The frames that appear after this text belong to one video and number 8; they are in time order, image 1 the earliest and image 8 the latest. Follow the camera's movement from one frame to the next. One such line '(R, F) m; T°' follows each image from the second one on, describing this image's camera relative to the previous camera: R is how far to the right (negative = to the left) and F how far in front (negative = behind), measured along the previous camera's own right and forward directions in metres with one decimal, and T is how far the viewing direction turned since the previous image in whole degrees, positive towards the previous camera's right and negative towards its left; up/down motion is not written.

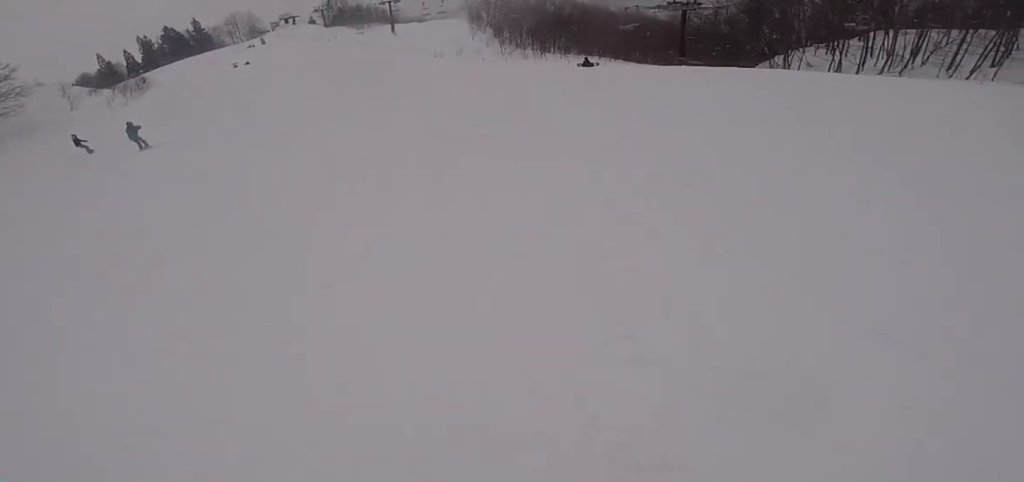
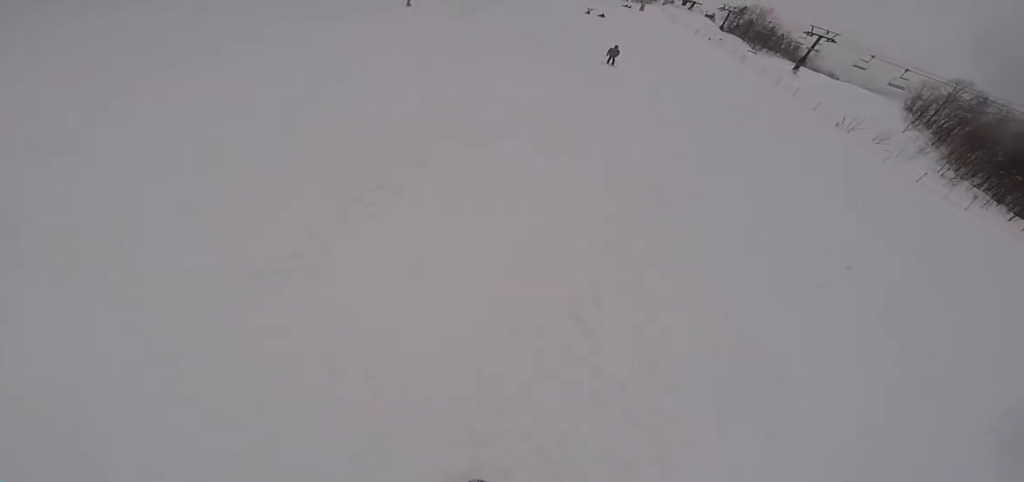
(+0.4, +18.9) m; -5°
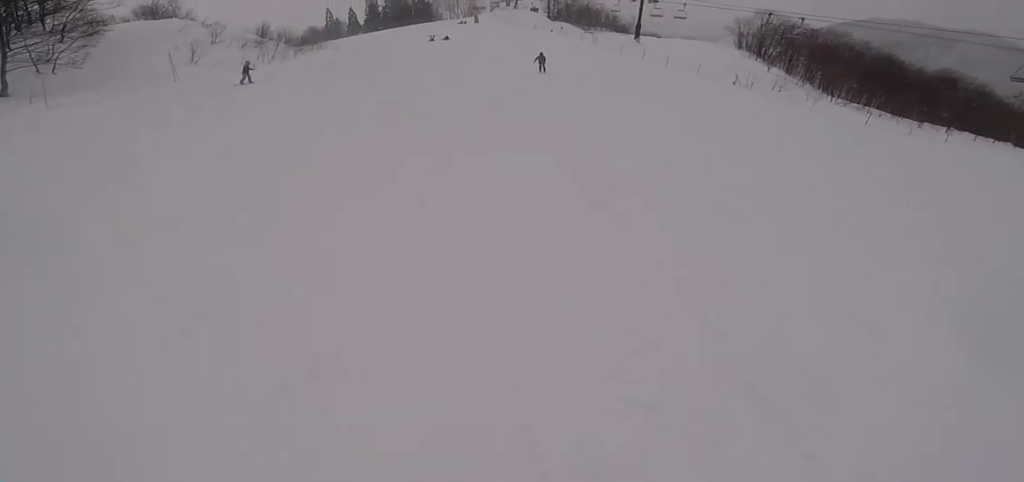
(-0.7, +9.5) m; +1°
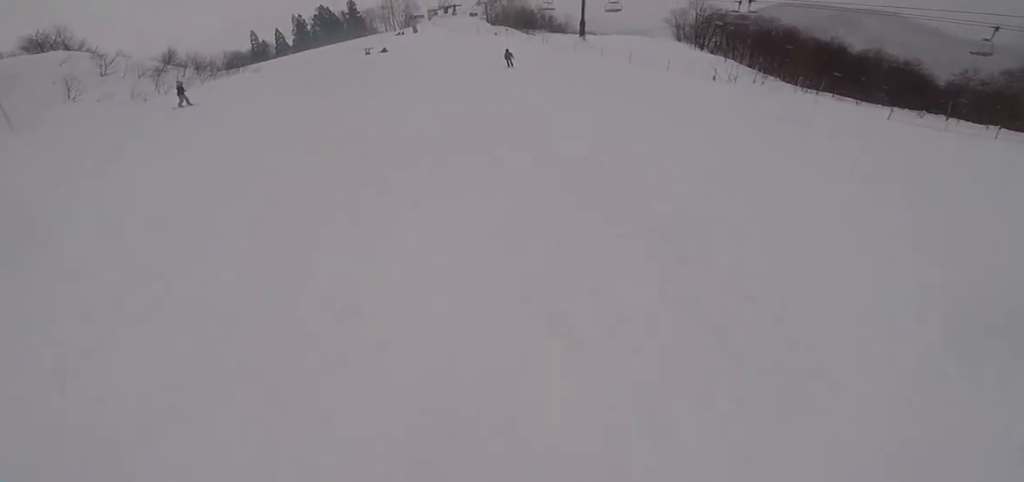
(+0.2, +6.4) m; +3°
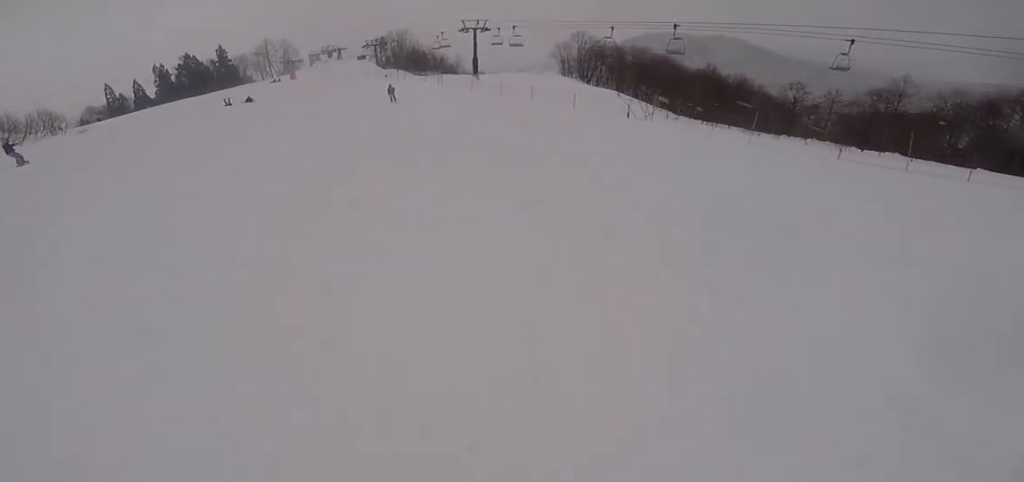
(+0.7, +6.7) m; +3°
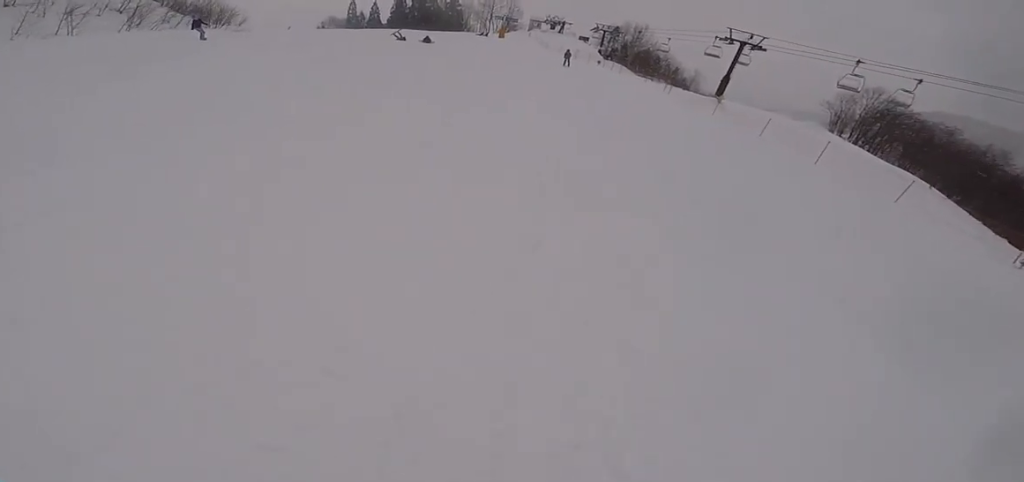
(-0.2, +12.1) m; -4°
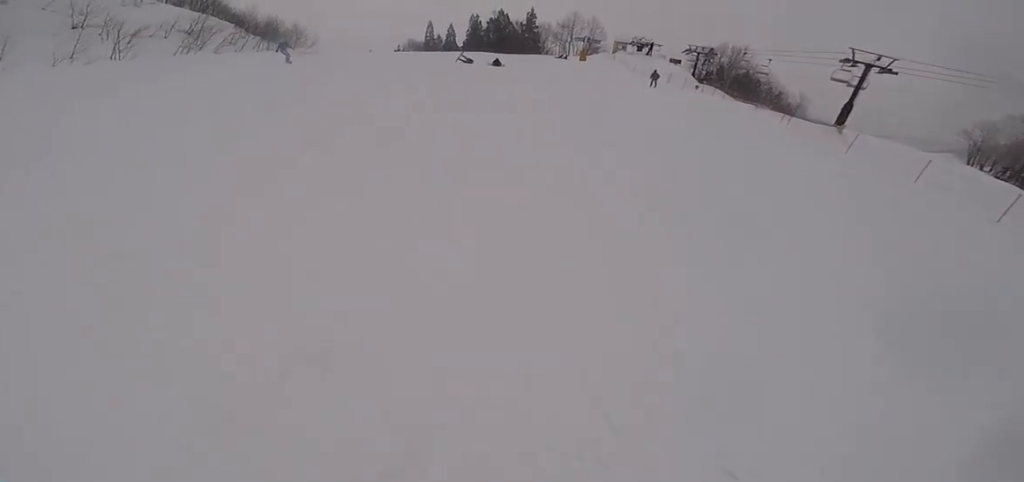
(+0.6, +3.5) m; -3°
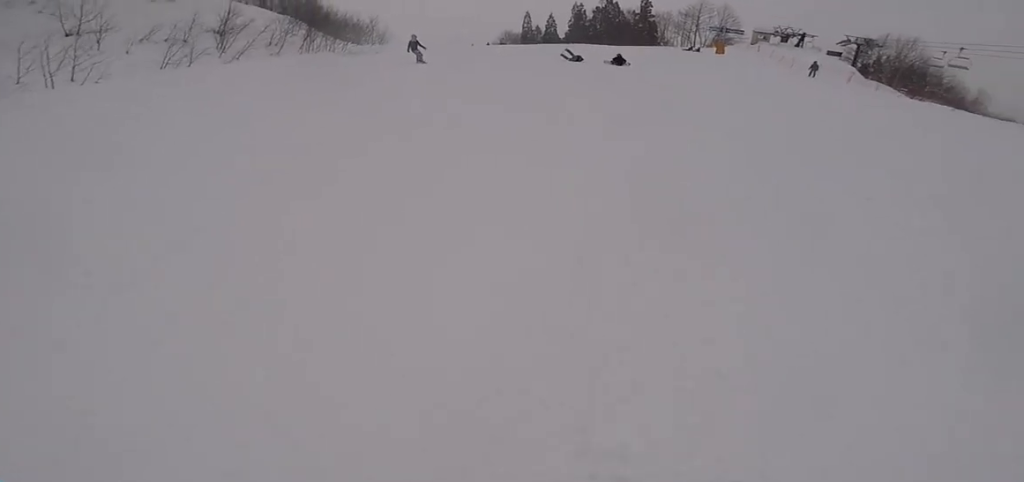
(-2.2, +9.5) m; -14°
